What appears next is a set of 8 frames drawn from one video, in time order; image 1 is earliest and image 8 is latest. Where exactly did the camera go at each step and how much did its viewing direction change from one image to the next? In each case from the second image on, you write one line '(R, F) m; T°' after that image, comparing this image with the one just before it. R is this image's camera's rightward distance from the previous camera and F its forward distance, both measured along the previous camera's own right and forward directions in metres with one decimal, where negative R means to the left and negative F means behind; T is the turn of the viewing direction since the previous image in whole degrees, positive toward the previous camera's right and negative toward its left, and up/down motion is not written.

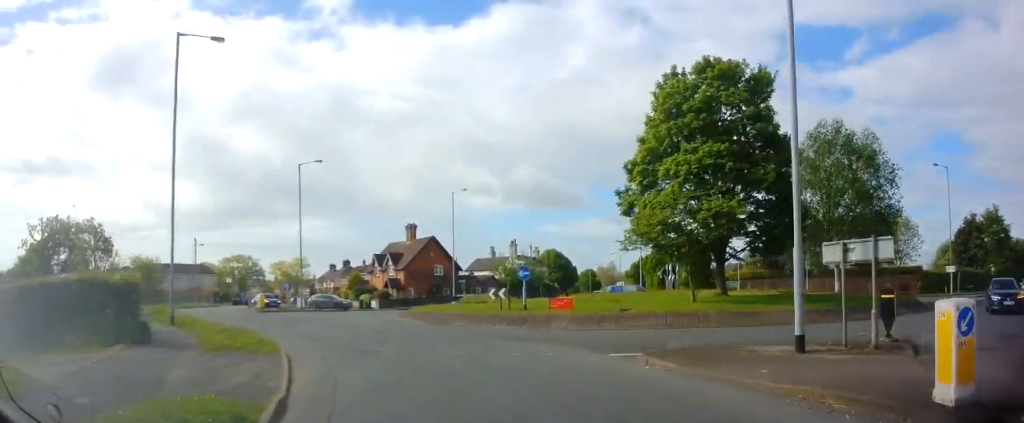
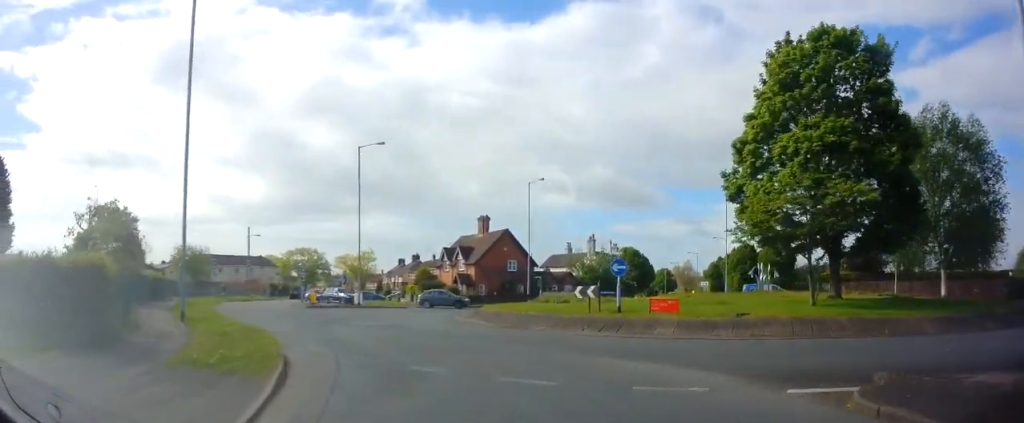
(-0.2, +4.1) m; -8°
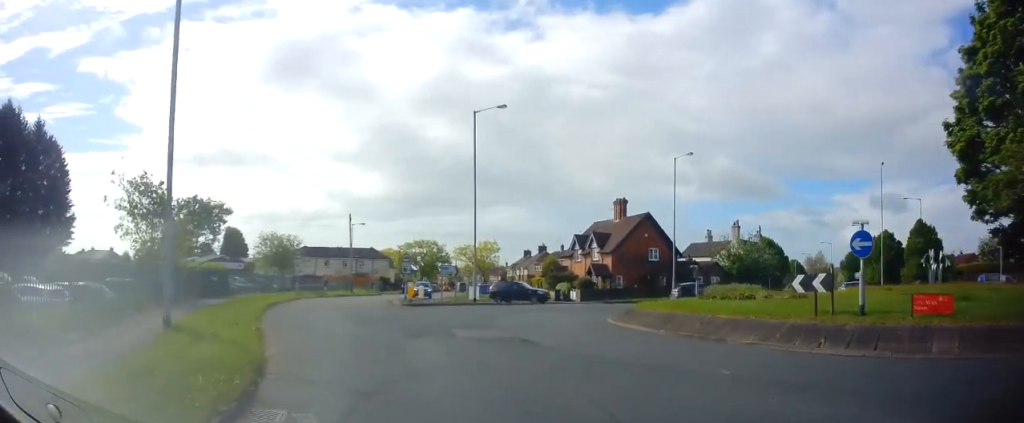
(-0.9, +7.5) m; -11°
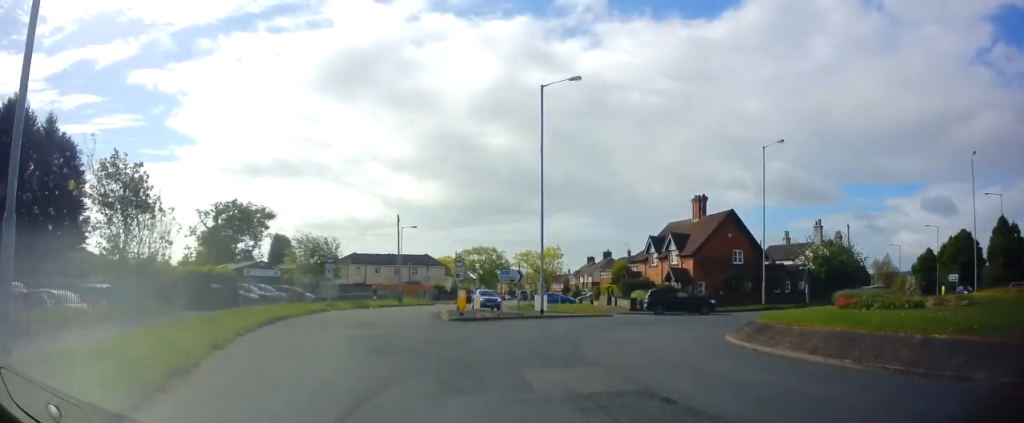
(-0.3, +6.0) m; -4°
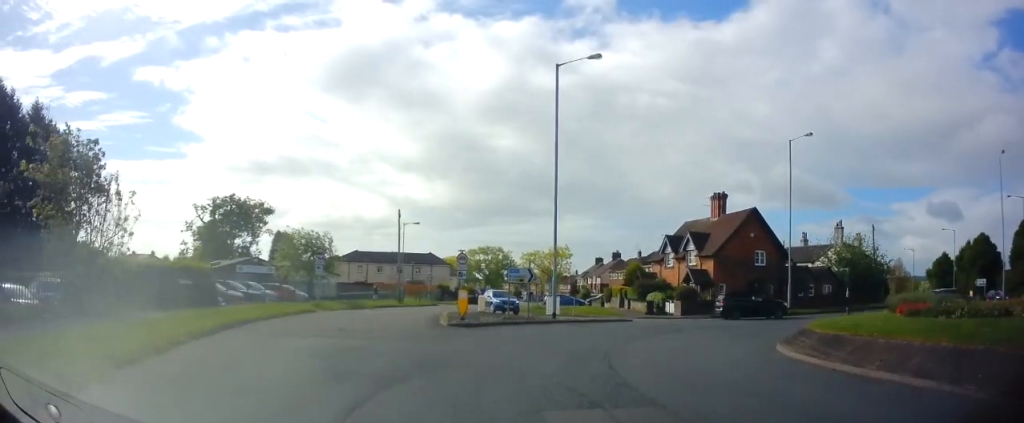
(-0.1, +3.1) m; 0°
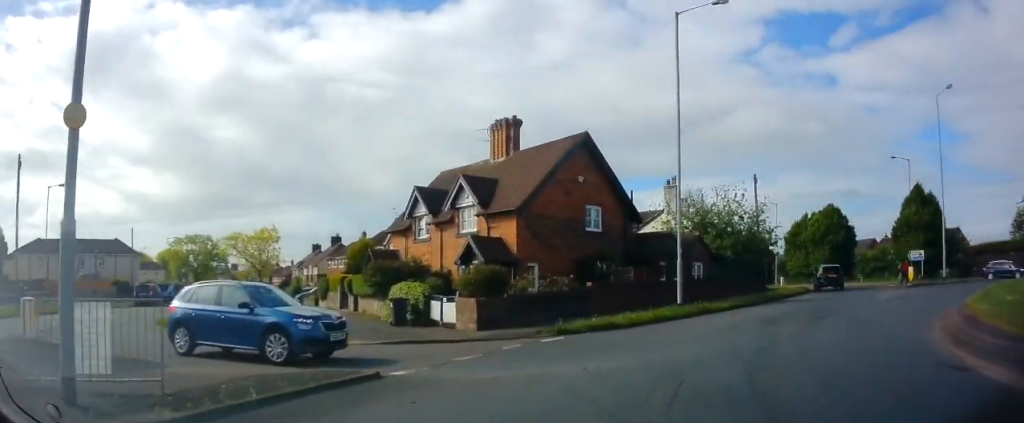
(+2.2, +19.7) m; +25°
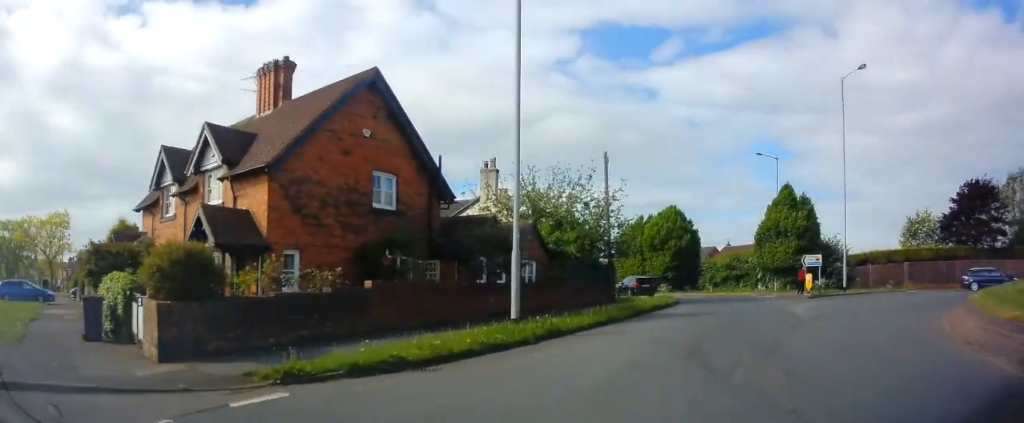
(+1.4, +7.6) m; +19°
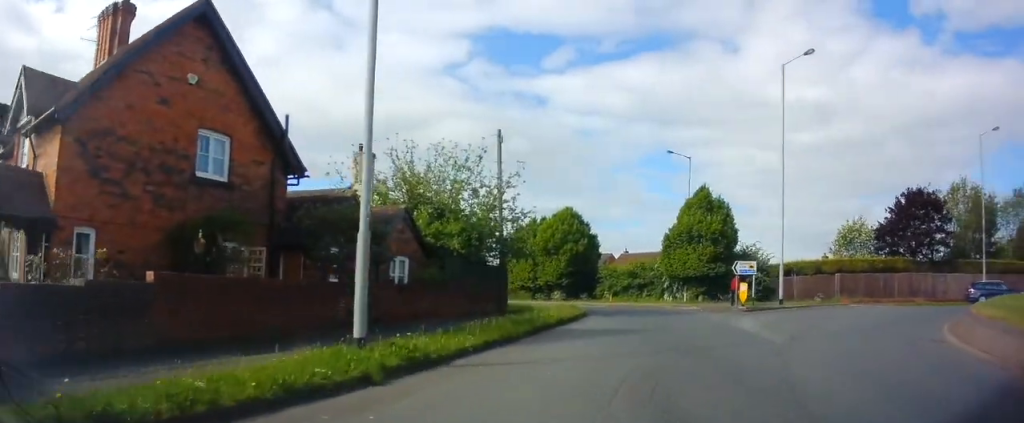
(+0.3, +4.5) m; +11°
